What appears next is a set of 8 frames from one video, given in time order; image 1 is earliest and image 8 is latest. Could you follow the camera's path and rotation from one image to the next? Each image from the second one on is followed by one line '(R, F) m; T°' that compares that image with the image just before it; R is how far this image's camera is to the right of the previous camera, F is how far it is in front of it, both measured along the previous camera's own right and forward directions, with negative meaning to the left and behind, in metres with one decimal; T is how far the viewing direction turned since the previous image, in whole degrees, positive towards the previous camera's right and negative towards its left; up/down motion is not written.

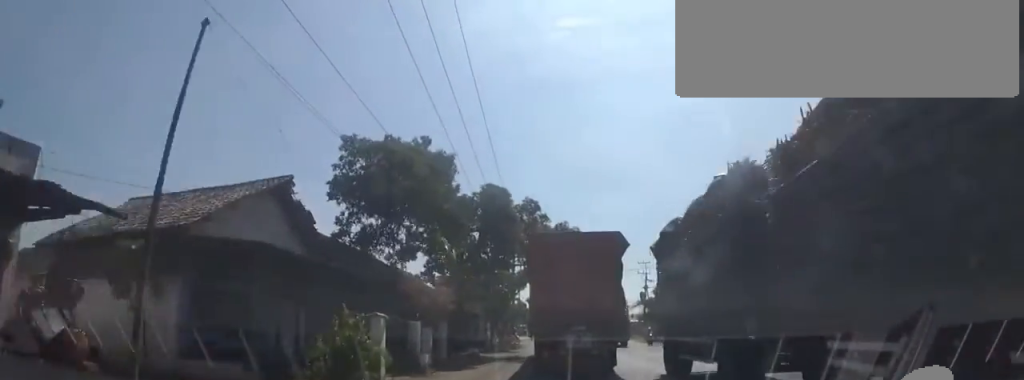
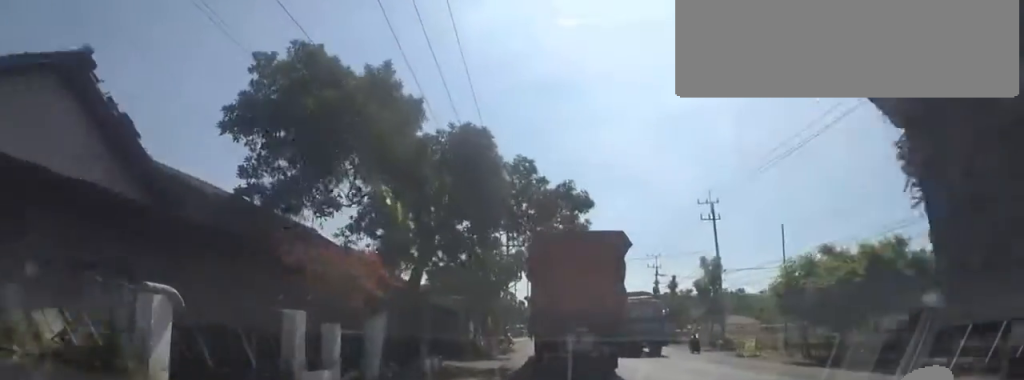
(+0.3, +6.5) m; +2°
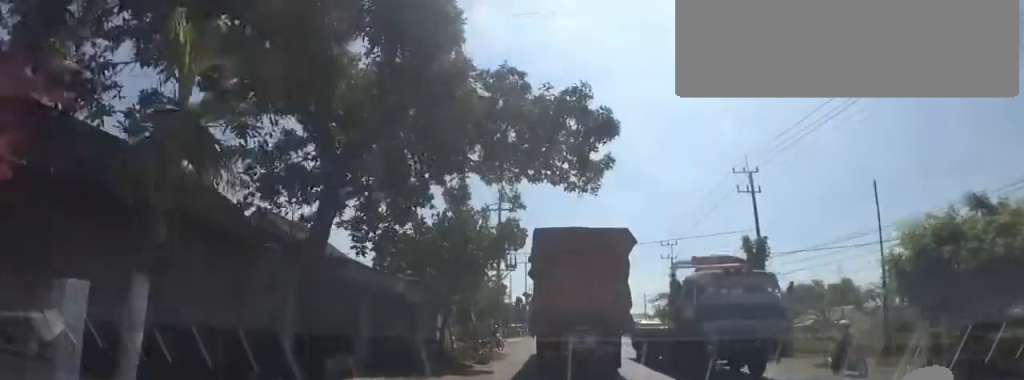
(-0.1, +6.7) m; -1°
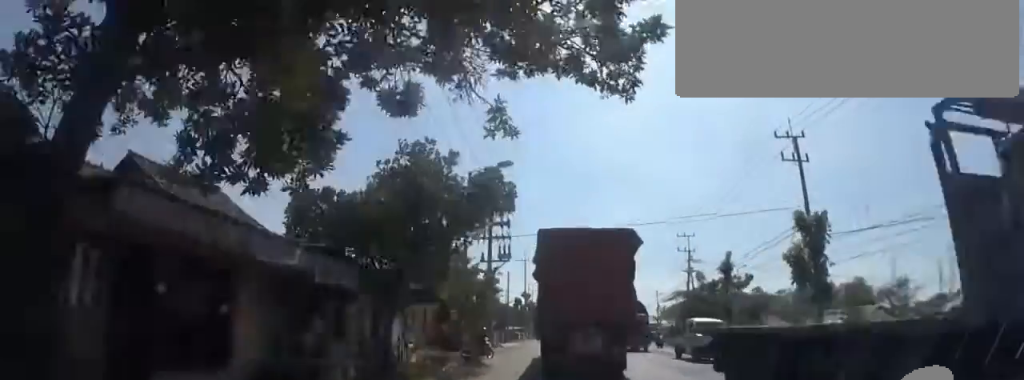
(0.0, +5.8) m; 0°
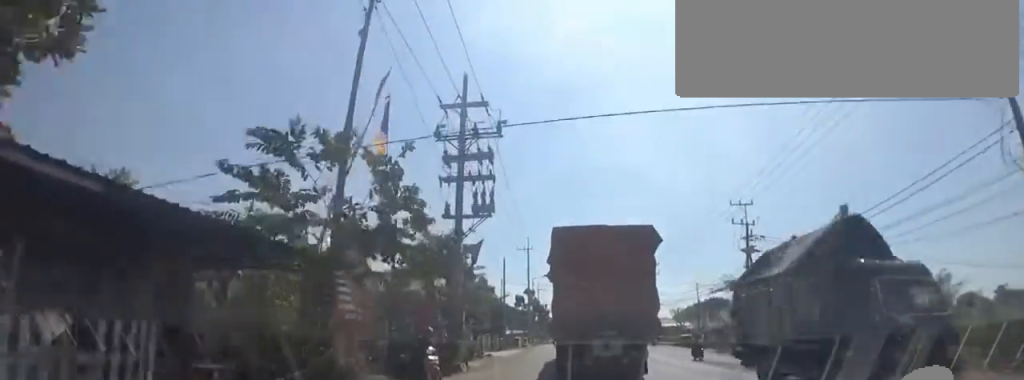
(0.0, +11.2) m; +1°
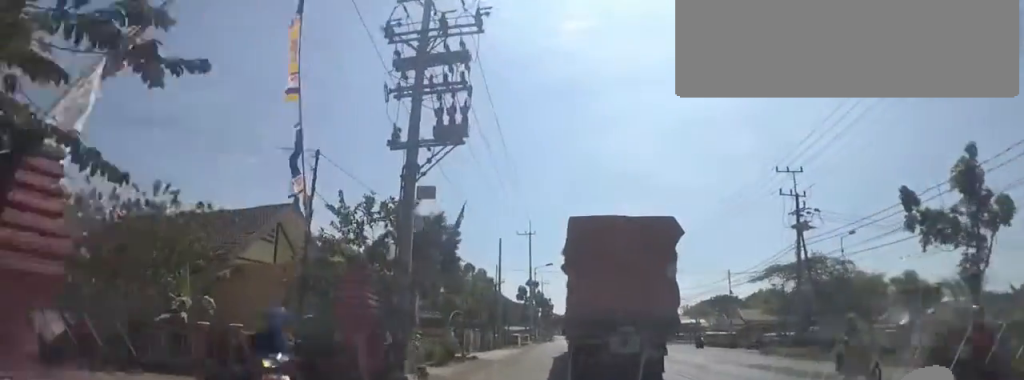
(+0.1, +6.3) m; +1°
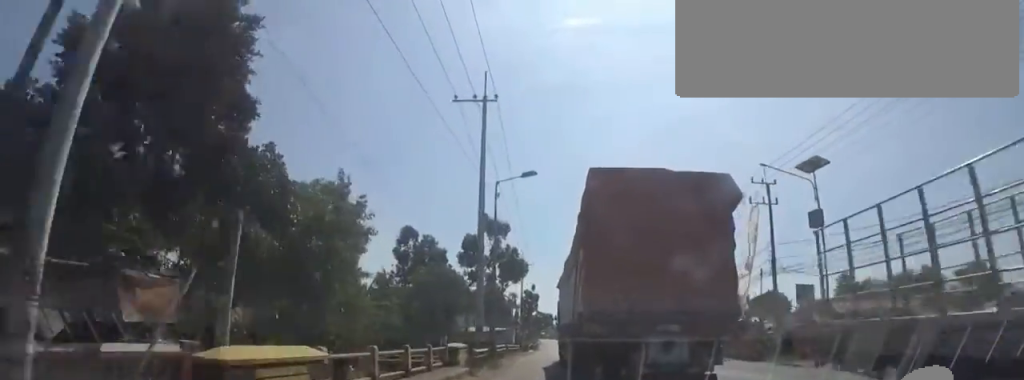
(+0.7, +28.5) m; +1°
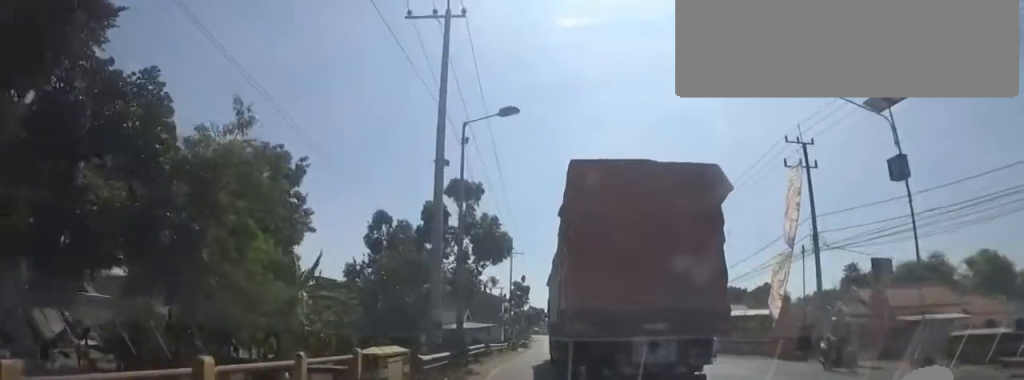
(-0.1, +6.0) m; -1°
